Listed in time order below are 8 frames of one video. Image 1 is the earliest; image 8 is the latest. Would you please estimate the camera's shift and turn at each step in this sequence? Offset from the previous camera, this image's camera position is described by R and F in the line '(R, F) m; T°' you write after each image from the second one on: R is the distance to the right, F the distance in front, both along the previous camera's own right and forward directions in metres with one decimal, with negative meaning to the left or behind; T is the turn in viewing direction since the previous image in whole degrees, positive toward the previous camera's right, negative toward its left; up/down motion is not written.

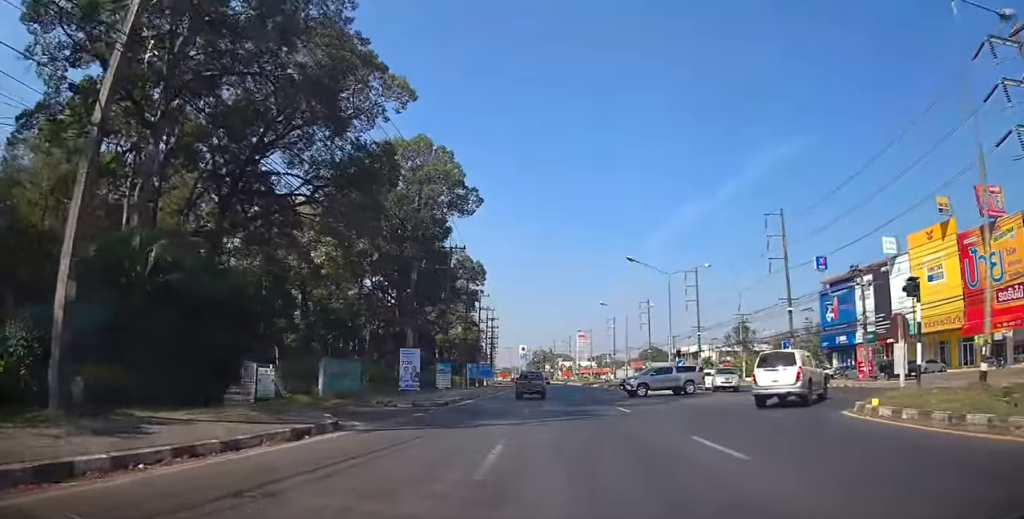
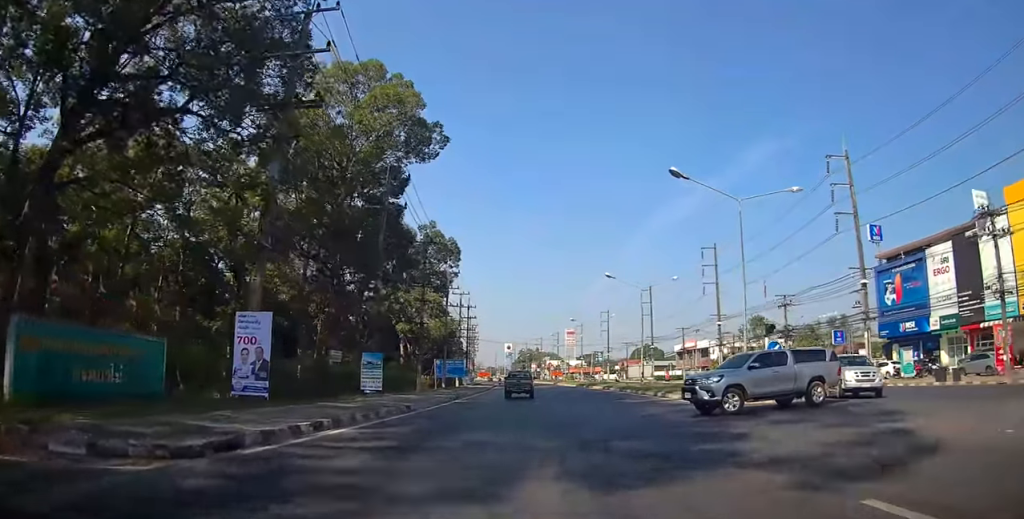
(+0.4, +18.7) m; +1°
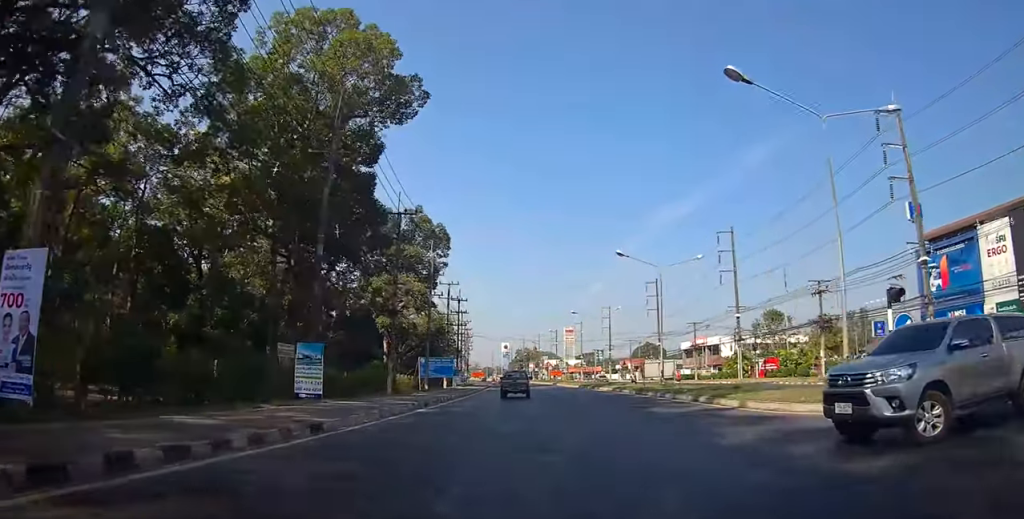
(0.0, +8.8) m; 0°
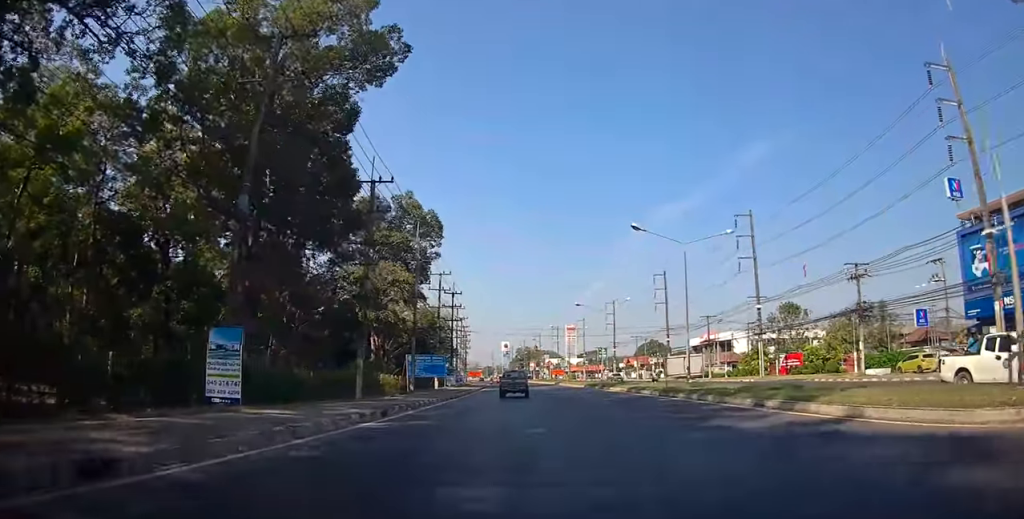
(-0.1, +6.9) m; 0°
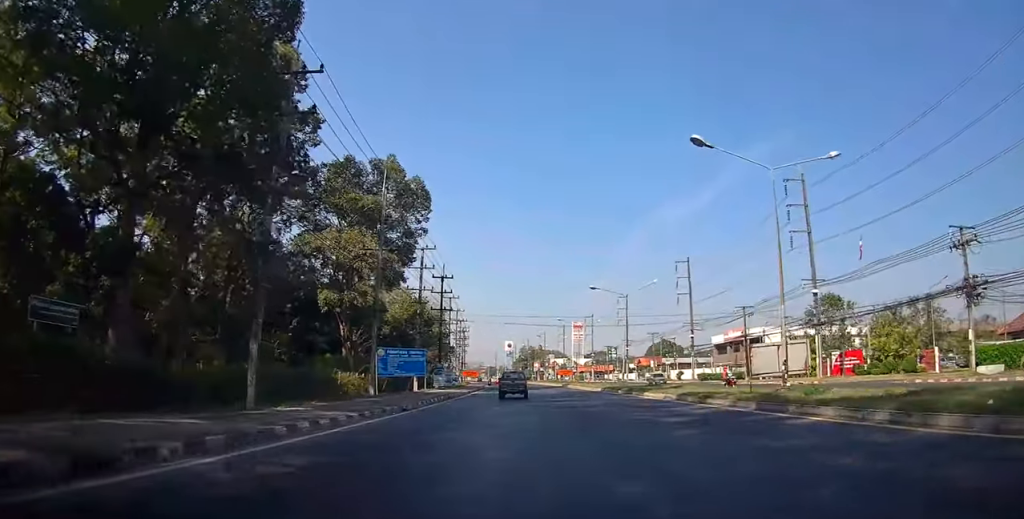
(+0.2, +12.9) m; +2°
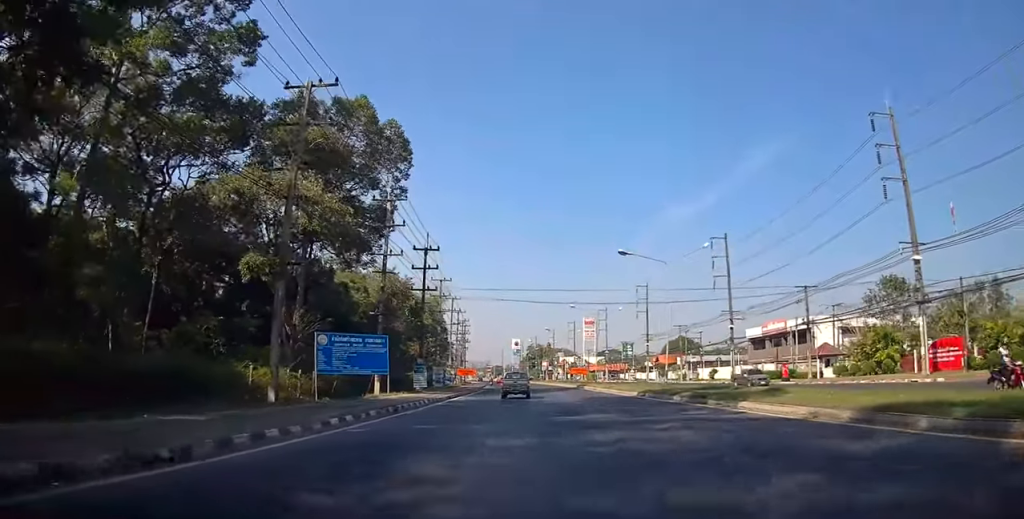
(+0.3, +14.9) m; +1°
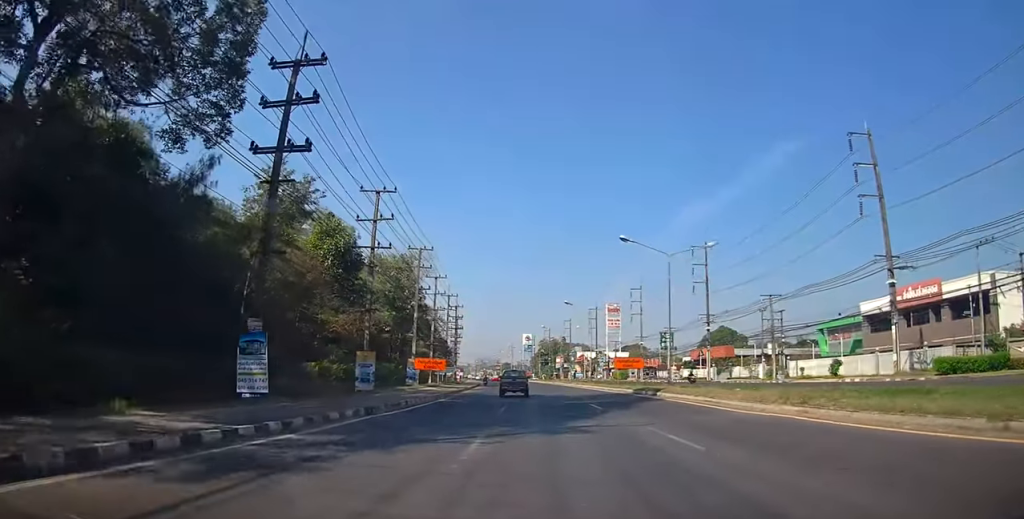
(+0.5, +34.3) m; 0°
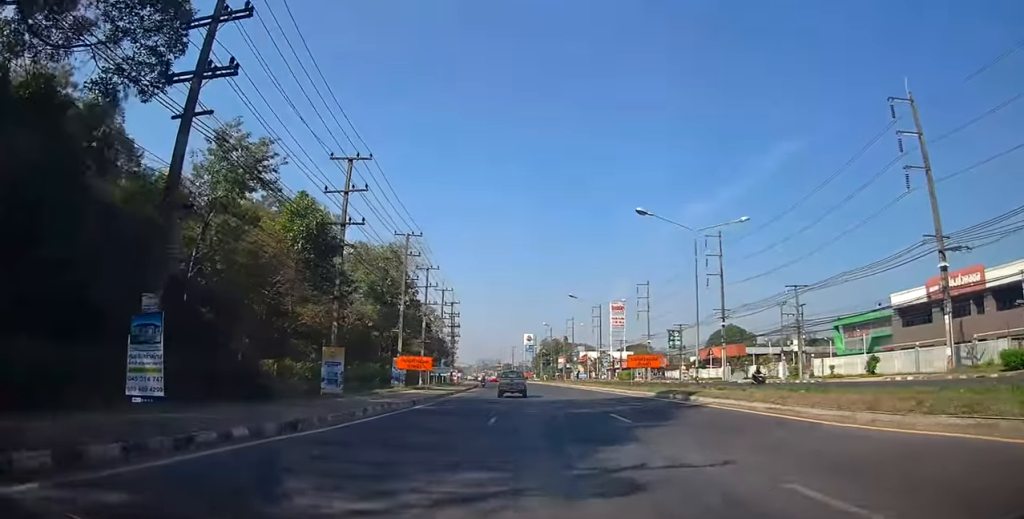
(-0.2, +6.4) m; -1°
